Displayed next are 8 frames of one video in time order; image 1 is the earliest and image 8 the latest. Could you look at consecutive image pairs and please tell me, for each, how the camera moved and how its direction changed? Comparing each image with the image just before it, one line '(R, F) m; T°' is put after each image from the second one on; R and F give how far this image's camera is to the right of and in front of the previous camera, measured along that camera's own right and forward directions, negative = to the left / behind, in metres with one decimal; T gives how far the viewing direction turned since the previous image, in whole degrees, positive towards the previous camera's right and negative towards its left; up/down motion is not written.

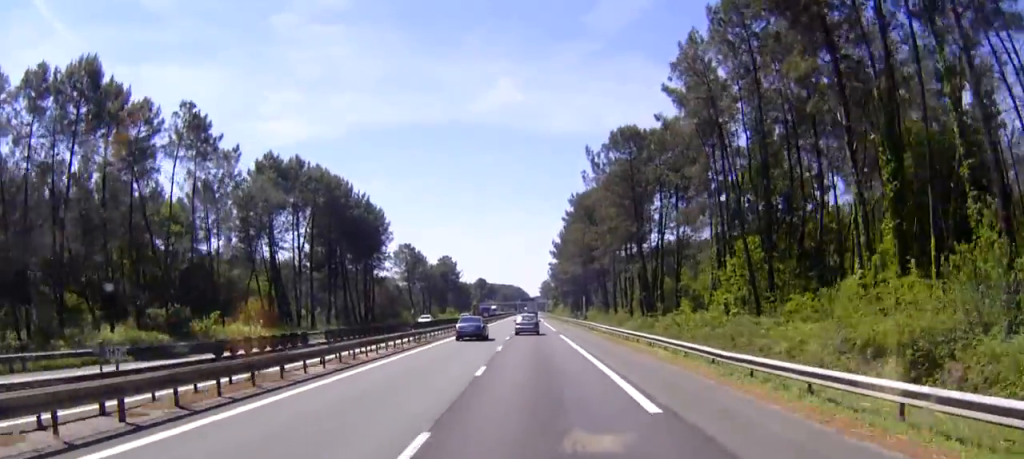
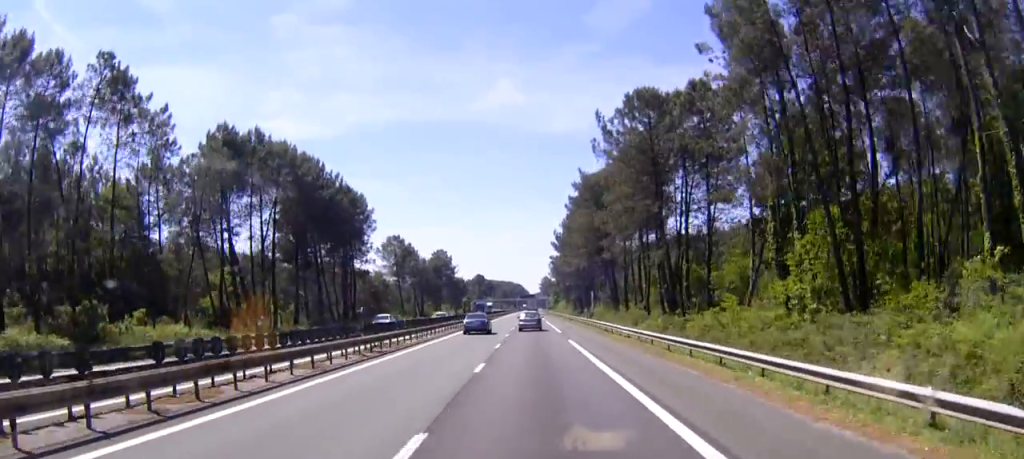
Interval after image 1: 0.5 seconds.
(0.0, +13.0) m; 0°
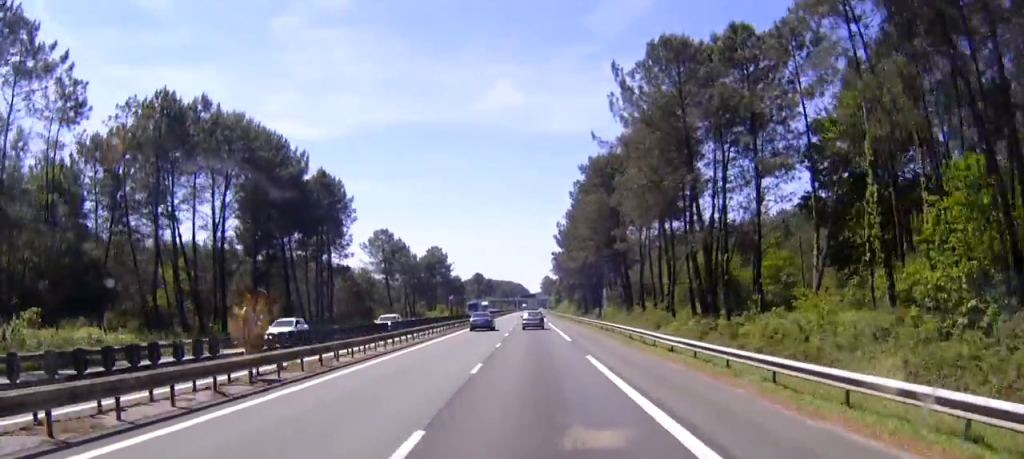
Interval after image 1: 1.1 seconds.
(0.0, +13.0) m; 0°
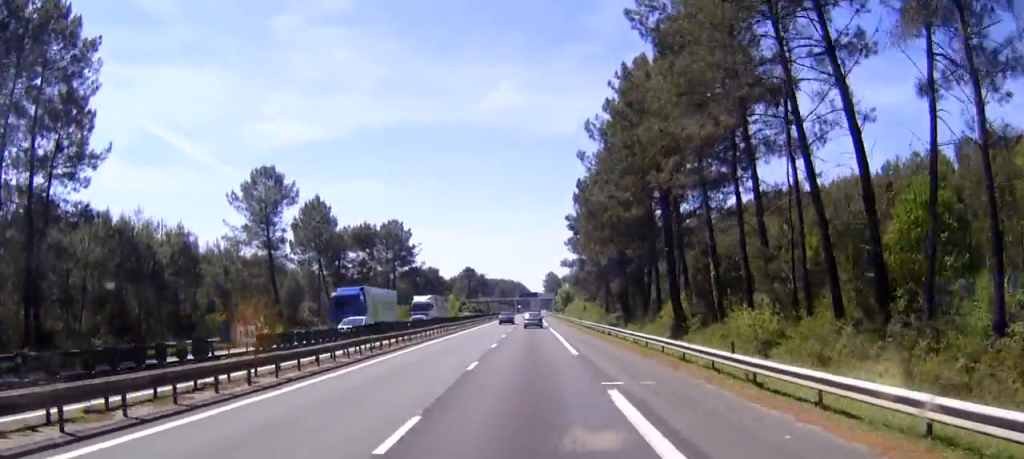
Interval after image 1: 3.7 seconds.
(0.0, +63.7) m; 0°
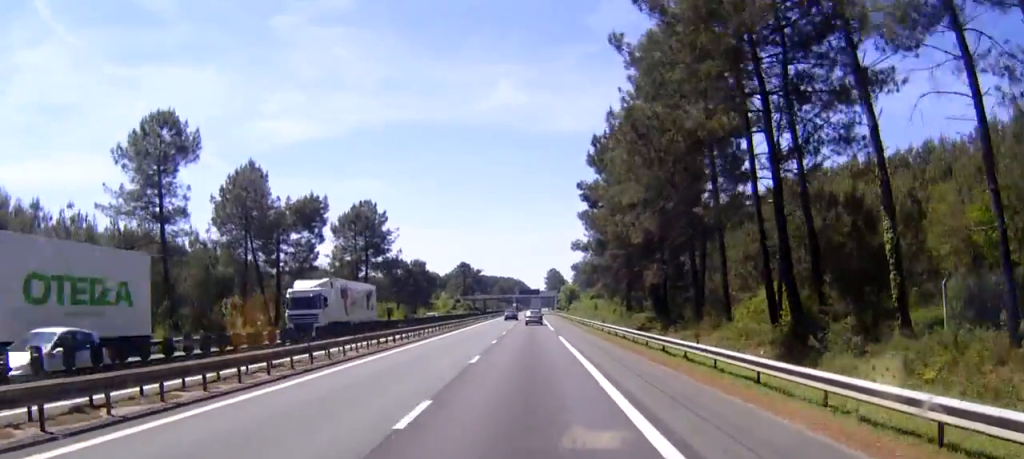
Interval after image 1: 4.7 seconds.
(0.0, +24.7) m; 0°
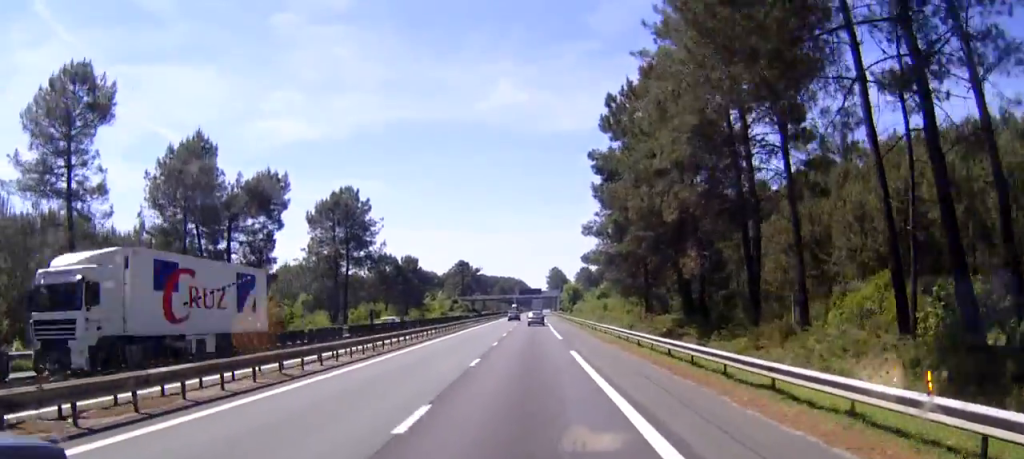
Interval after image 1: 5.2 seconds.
(0.0, +13.2) m; 0°
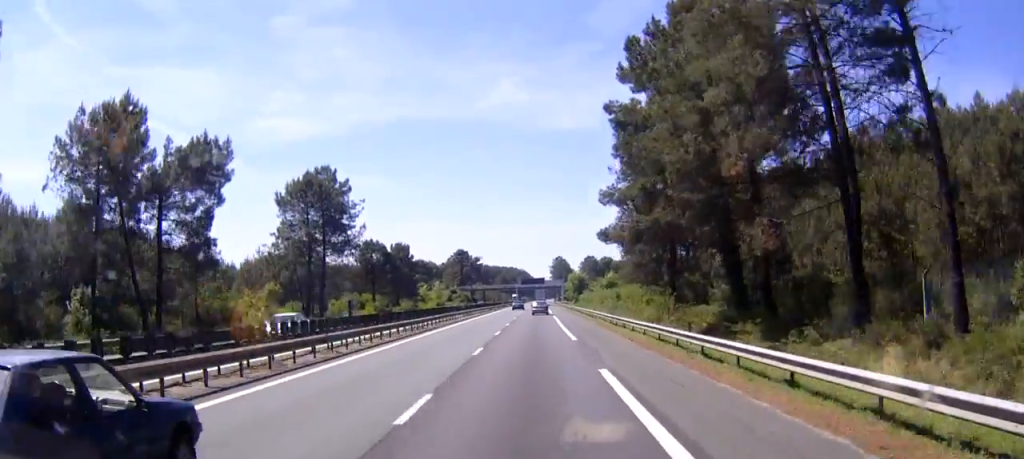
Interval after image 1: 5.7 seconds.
(0.0, +13.2) m; 0°
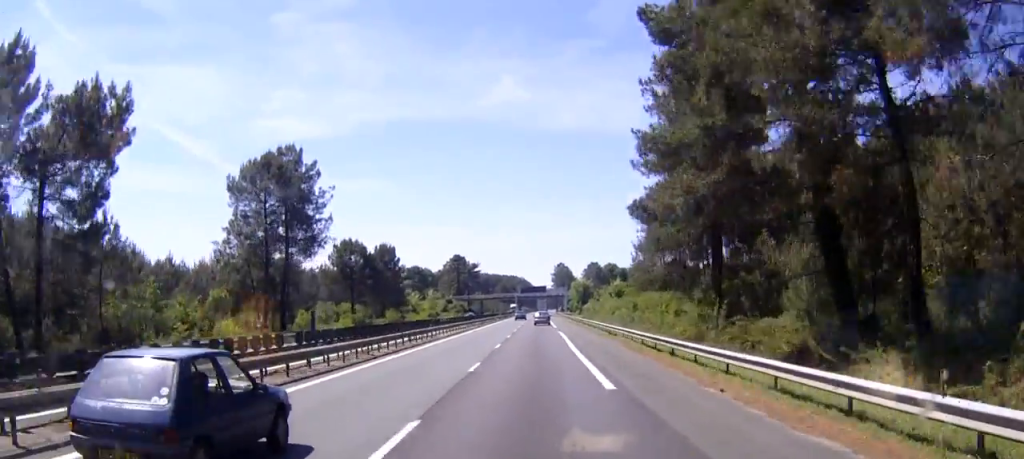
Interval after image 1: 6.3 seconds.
(0.0, +14.8) m; 0°
